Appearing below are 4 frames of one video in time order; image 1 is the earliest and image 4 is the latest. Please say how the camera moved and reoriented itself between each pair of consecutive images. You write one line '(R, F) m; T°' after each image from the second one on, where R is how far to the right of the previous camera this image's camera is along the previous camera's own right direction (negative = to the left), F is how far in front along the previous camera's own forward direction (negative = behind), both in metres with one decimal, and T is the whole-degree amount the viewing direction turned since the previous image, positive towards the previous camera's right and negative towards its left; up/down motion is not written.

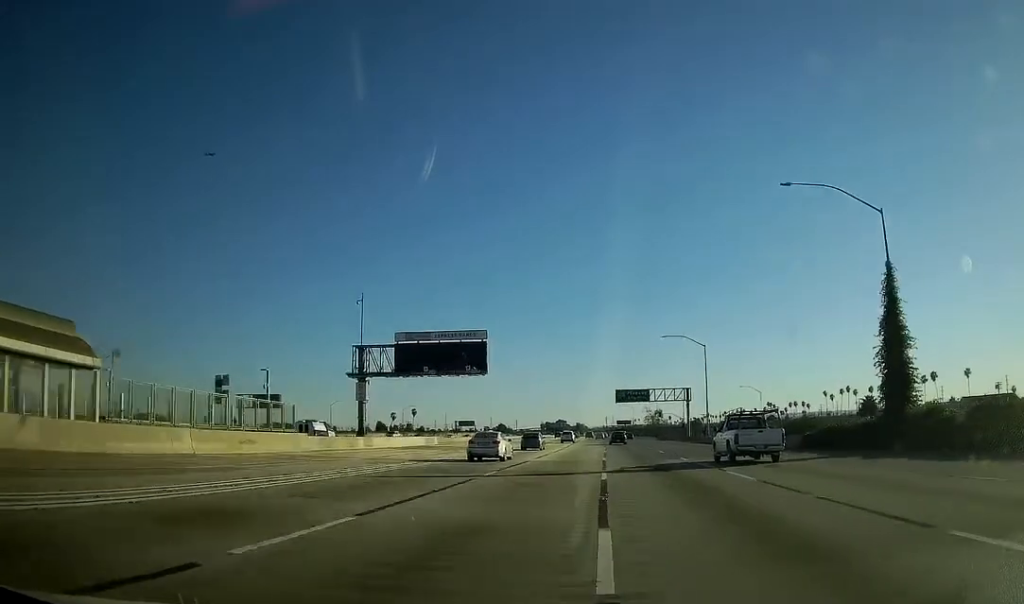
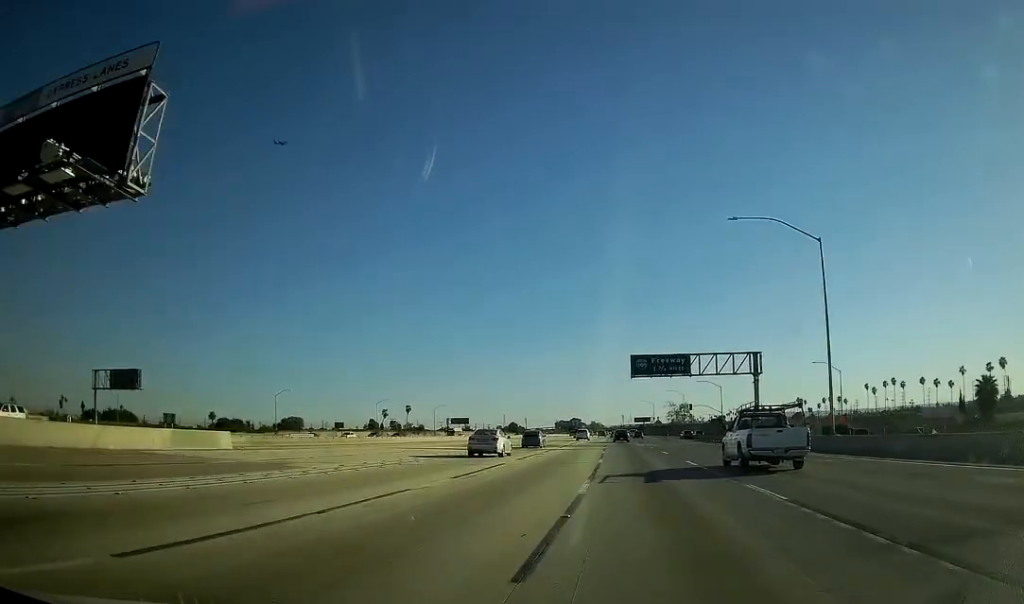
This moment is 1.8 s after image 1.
(-0.1, +48.9) m; 0°
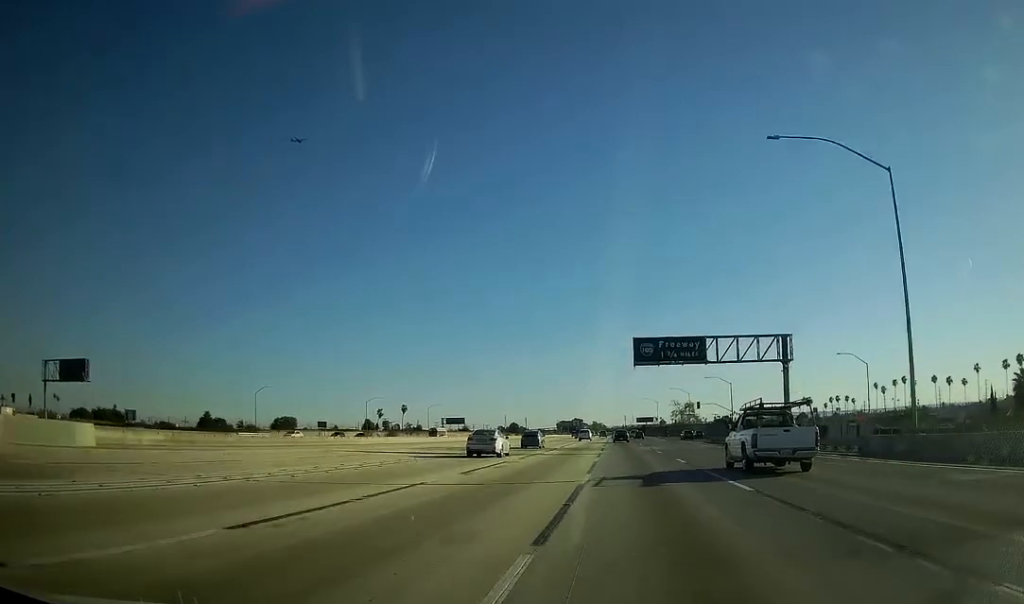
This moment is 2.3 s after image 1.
(0.0, +12.6) m; 0°
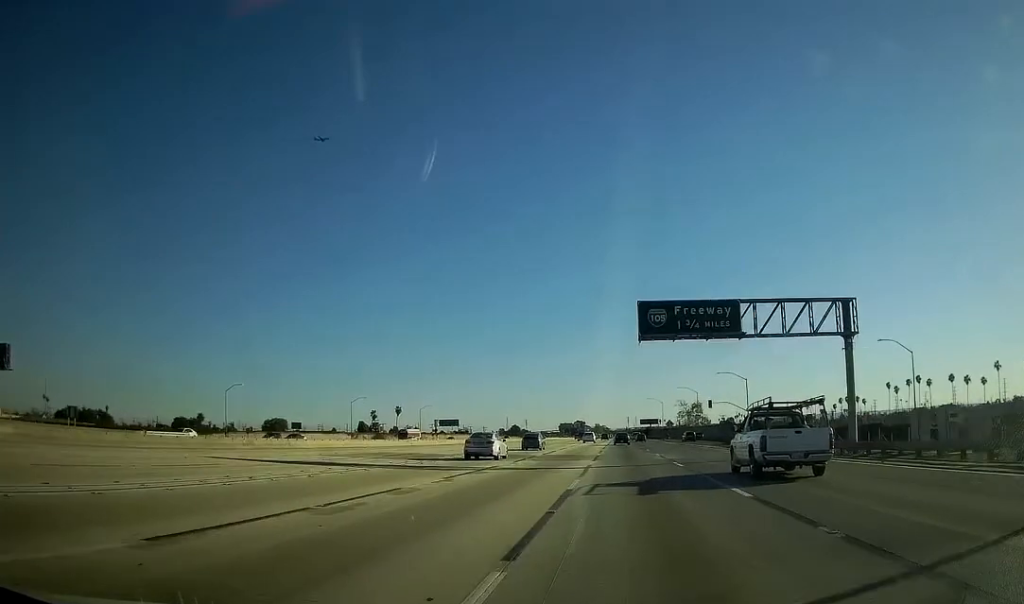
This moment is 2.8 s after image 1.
(-0.3, +15.3) m; -1°
